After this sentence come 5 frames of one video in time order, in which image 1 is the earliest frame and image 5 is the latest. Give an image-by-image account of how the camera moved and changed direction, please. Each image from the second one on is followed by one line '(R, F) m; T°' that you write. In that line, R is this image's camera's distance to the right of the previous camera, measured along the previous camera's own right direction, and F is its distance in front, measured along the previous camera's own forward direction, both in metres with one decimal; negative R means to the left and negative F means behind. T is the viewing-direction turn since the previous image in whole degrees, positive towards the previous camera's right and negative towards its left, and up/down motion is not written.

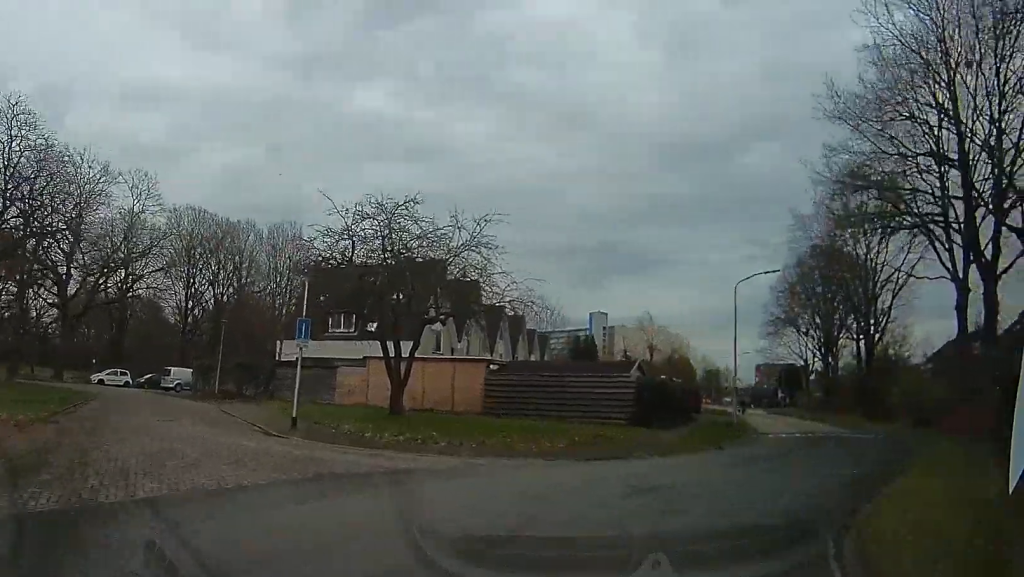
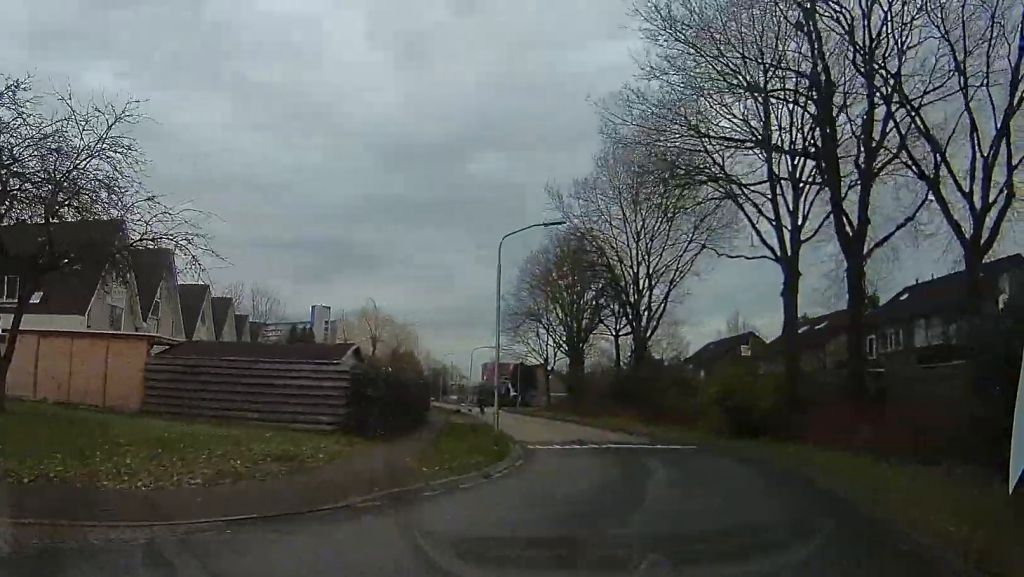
(+1.9, +7.6) m; +16°
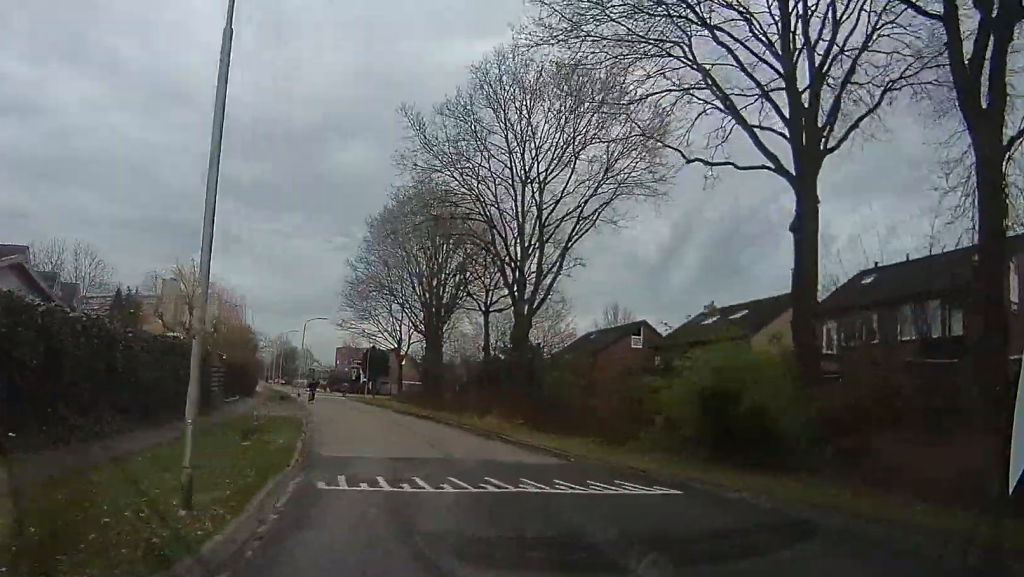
(+0.5, +11.1) m; +4°
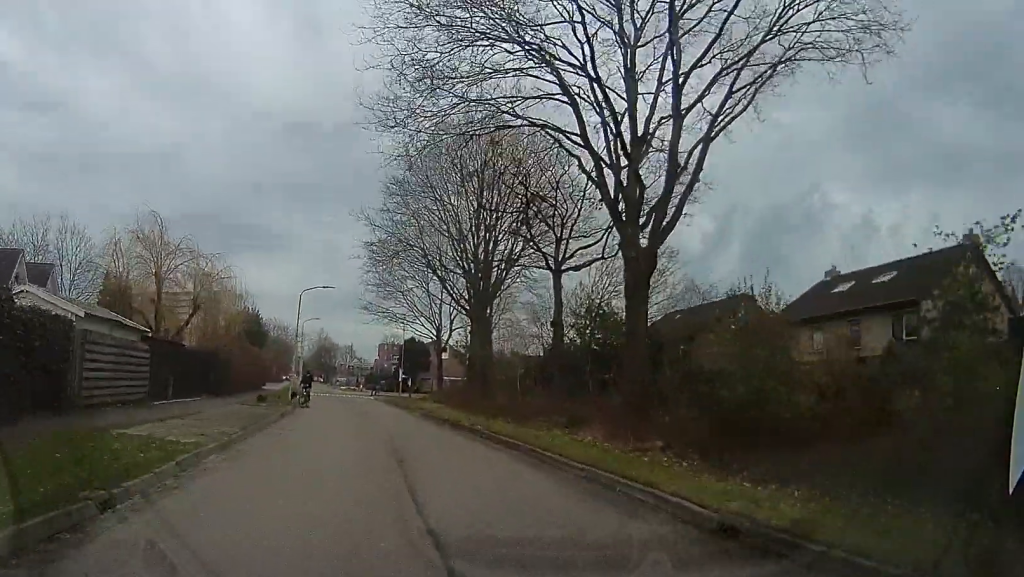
(-0.8, +13.1) m; -8°
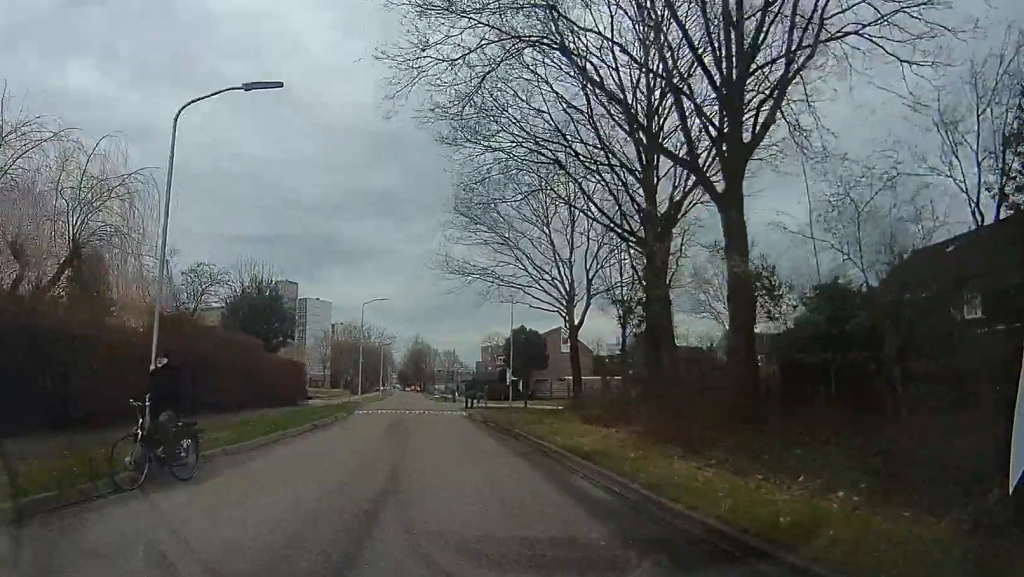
(-1.6, +22.8) m; -4°
